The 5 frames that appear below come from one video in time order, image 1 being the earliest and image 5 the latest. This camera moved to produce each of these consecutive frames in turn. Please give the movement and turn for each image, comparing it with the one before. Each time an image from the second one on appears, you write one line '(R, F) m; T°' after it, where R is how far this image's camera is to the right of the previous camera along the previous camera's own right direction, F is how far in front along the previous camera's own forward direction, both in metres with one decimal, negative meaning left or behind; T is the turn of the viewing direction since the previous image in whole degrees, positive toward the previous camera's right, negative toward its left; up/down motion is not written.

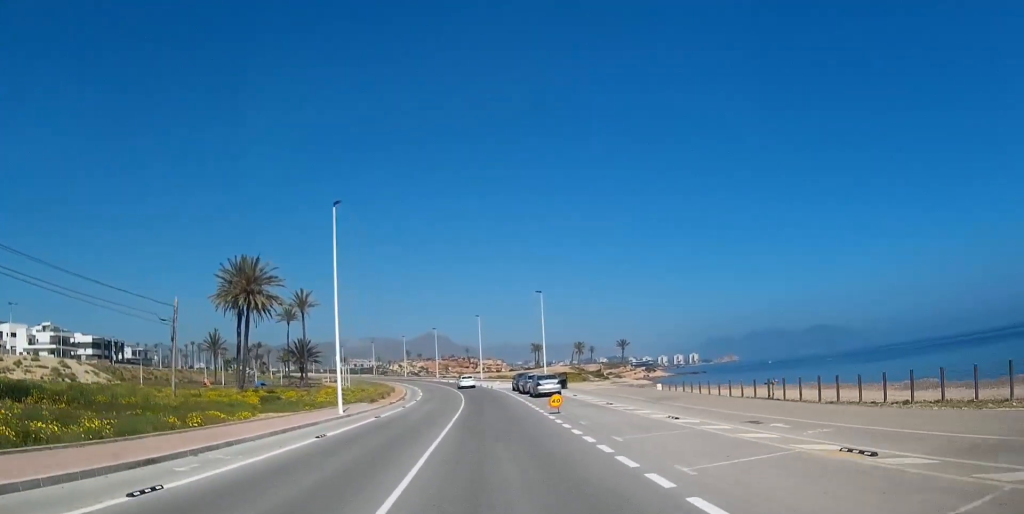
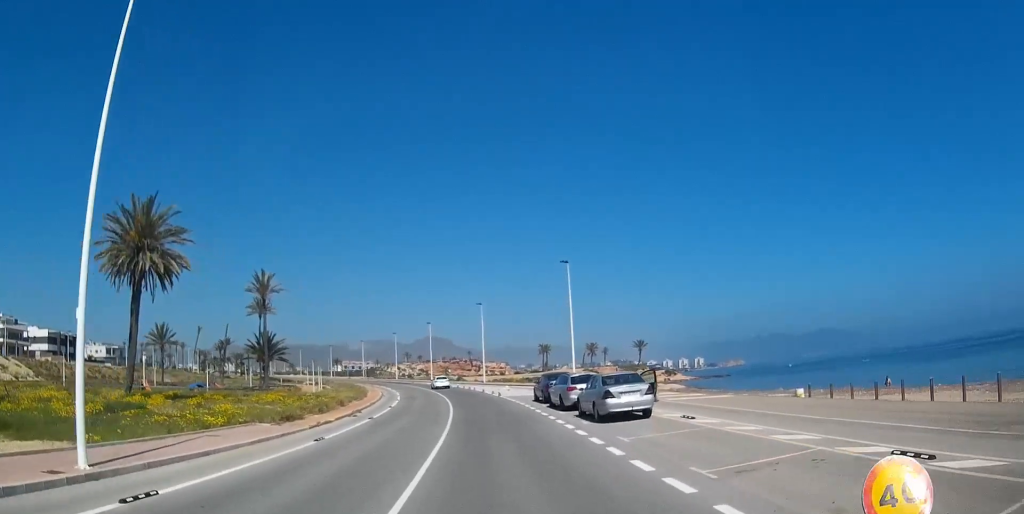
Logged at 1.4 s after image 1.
(-0.1, +19.8) m; -1°
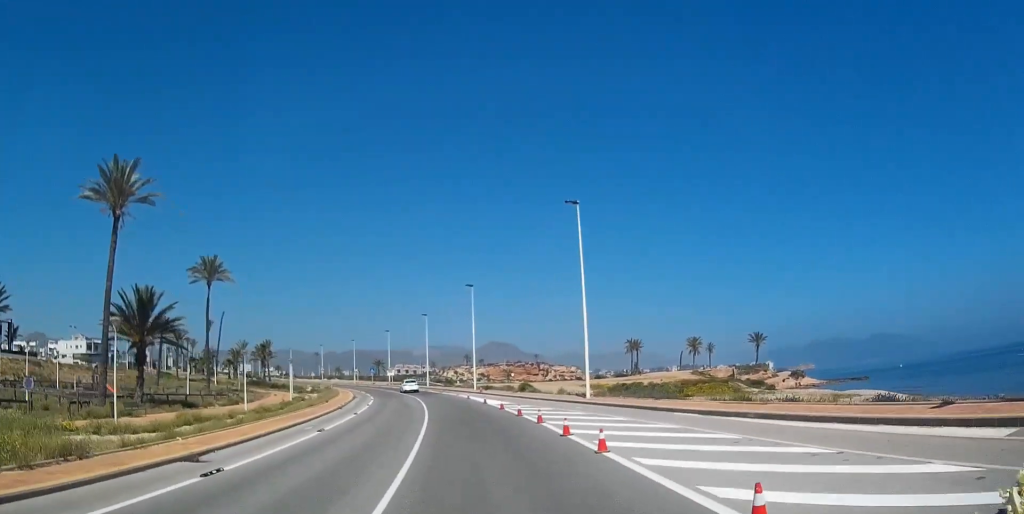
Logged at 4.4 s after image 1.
(-0.8, +46.5) m; -3°
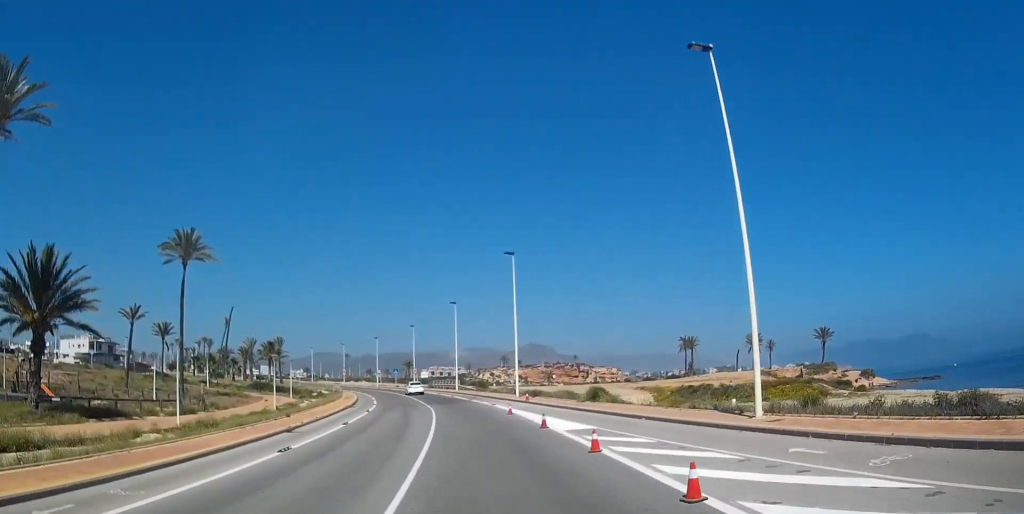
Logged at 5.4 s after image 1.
(-0.1, +16.2) m; -3°
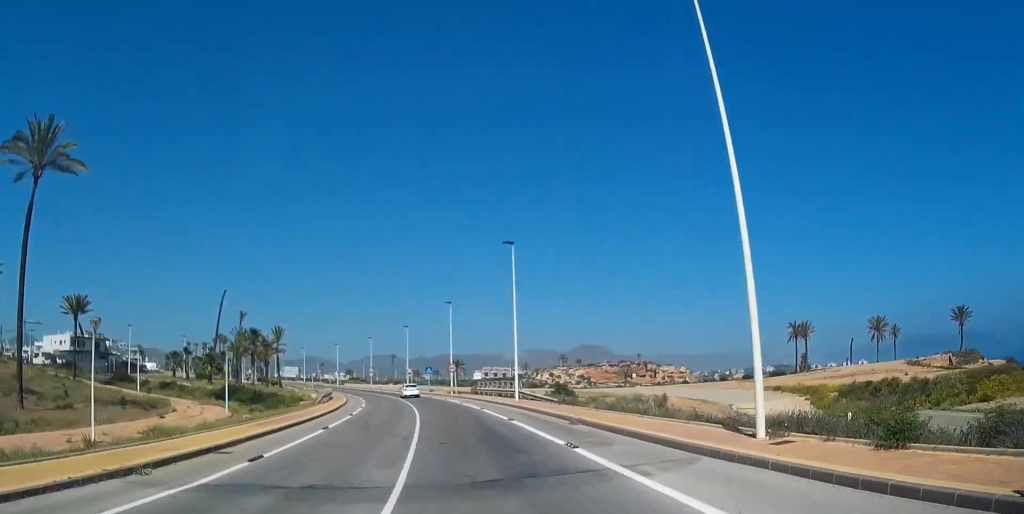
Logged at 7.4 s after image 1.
(-2.0, +32.0) m; -8°
